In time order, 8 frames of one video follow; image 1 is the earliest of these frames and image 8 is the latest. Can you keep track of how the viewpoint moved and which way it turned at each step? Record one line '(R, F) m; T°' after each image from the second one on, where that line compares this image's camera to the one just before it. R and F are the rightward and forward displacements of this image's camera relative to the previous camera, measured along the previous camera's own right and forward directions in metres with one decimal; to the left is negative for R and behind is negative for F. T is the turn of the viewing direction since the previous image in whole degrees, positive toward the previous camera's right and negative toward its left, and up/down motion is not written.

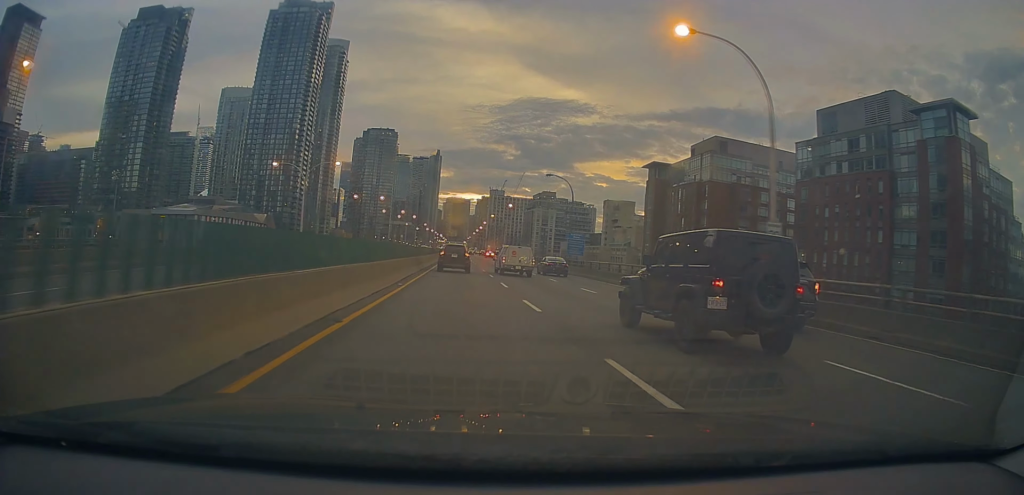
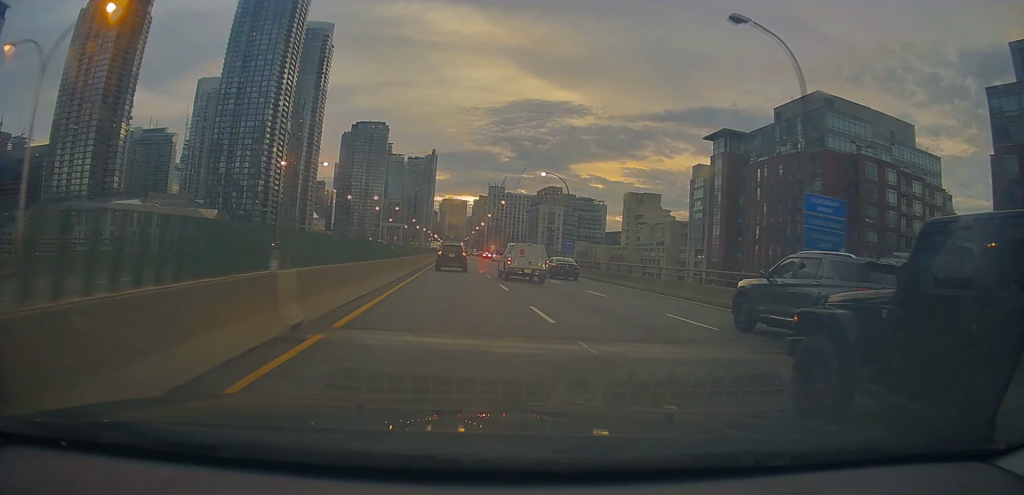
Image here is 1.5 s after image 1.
(-0.3, +38.9) m; 0°
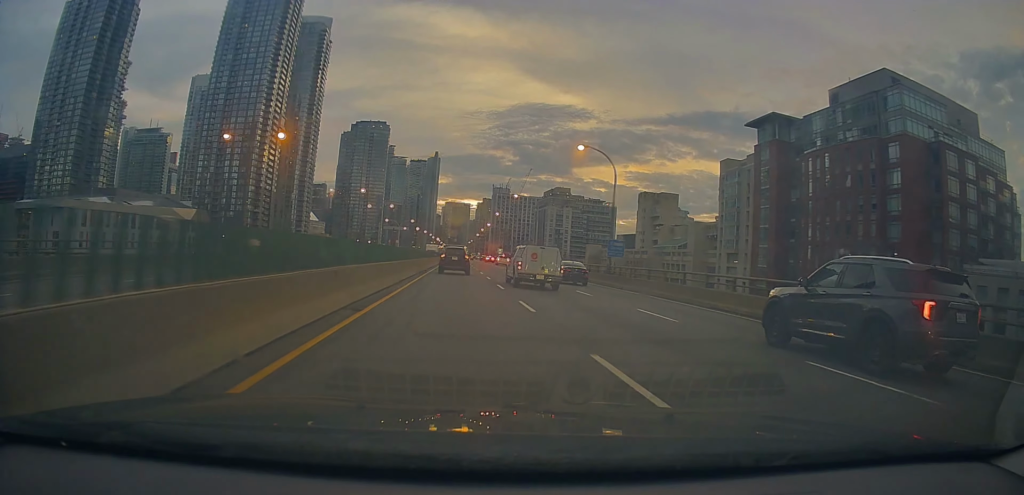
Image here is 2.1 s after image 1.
(-0.1, +15.6) m; 0°
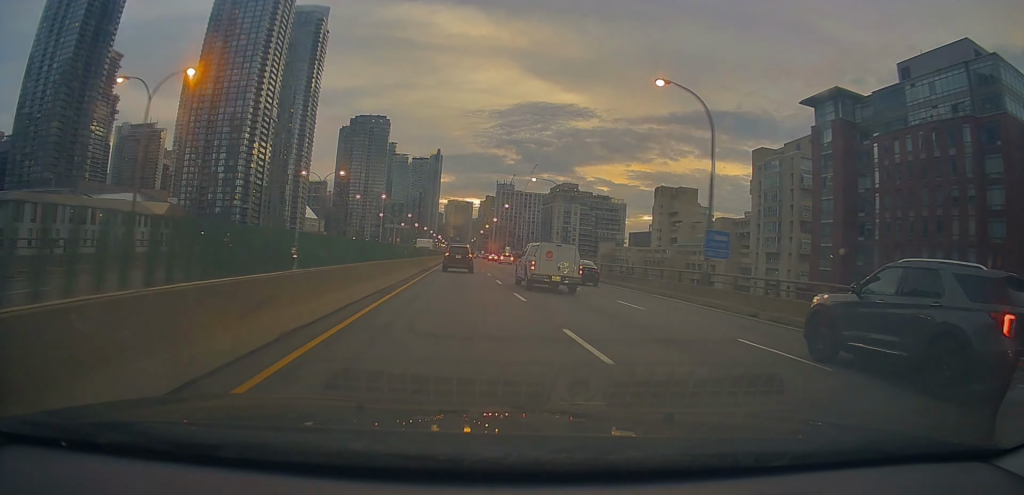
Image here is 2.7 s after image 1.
(-0.2, +15.7) m; 0°
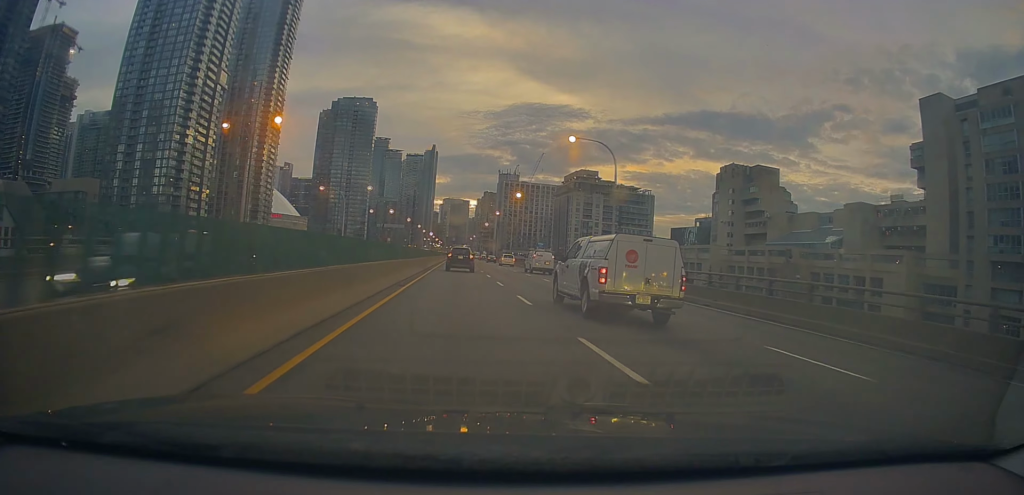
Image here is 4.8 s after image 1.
(+0.9, +55.8) m; 0°
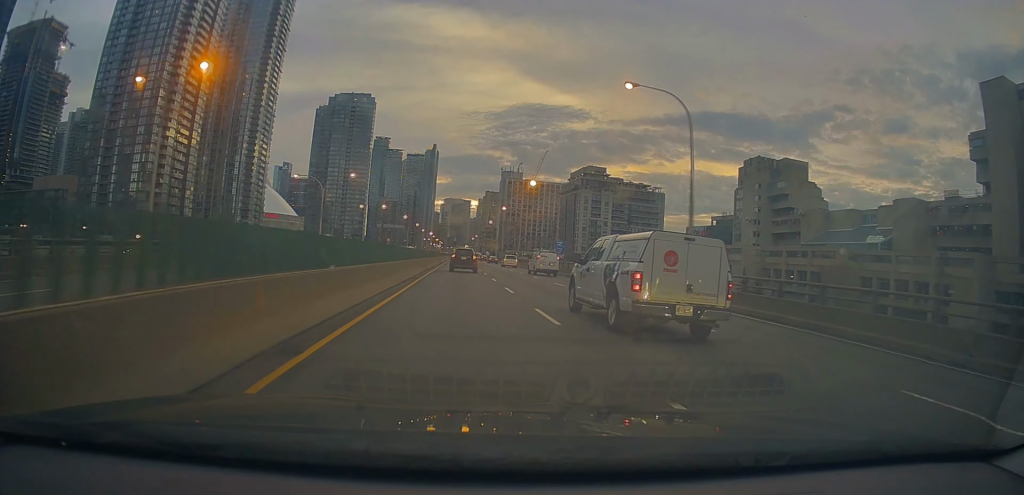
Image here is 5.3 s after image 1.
(-0.3, +13.1) m; 0°
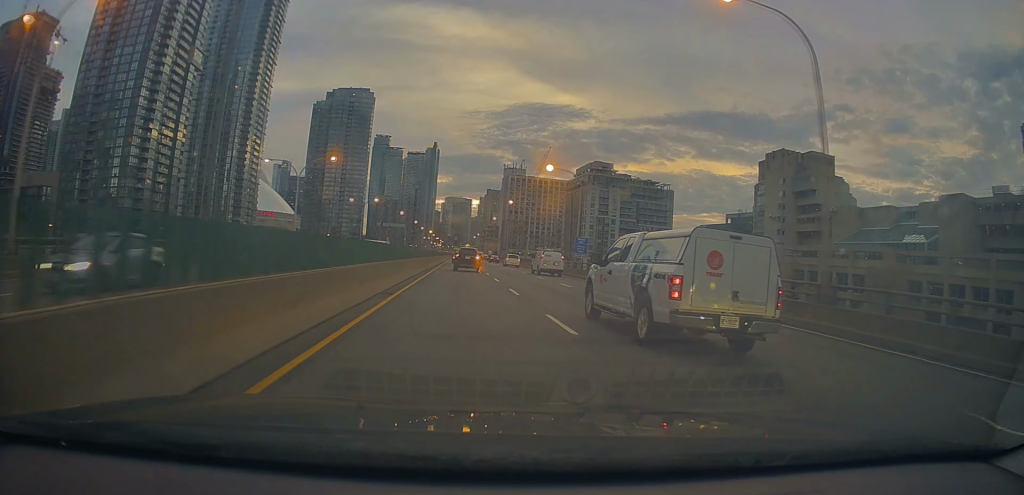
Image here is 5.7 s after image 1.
(-0.2, +10.5) m; 0°
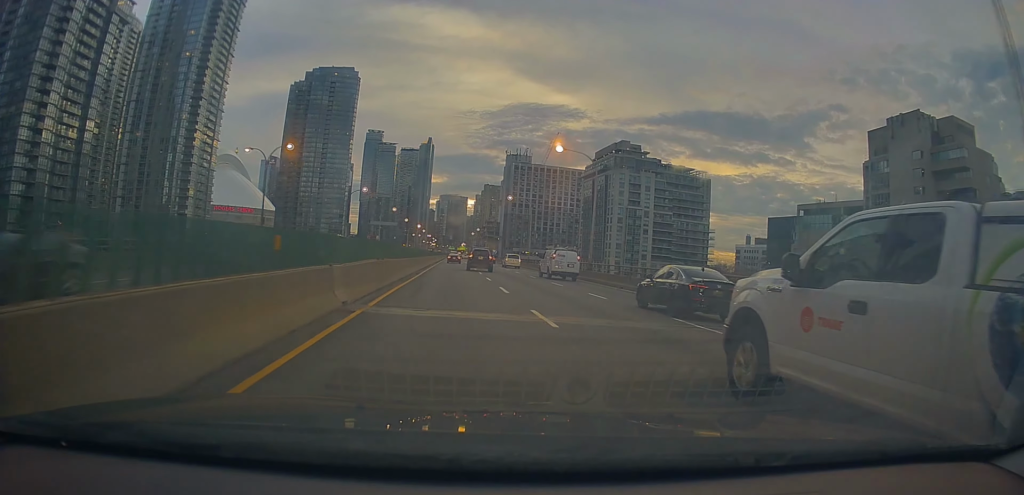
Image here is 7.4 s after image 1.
(+1.0, +45.1) m; 0°
